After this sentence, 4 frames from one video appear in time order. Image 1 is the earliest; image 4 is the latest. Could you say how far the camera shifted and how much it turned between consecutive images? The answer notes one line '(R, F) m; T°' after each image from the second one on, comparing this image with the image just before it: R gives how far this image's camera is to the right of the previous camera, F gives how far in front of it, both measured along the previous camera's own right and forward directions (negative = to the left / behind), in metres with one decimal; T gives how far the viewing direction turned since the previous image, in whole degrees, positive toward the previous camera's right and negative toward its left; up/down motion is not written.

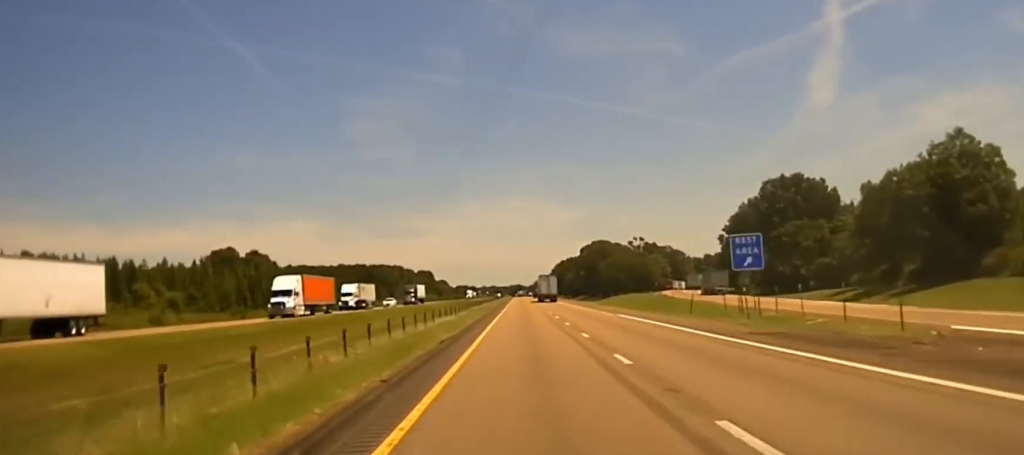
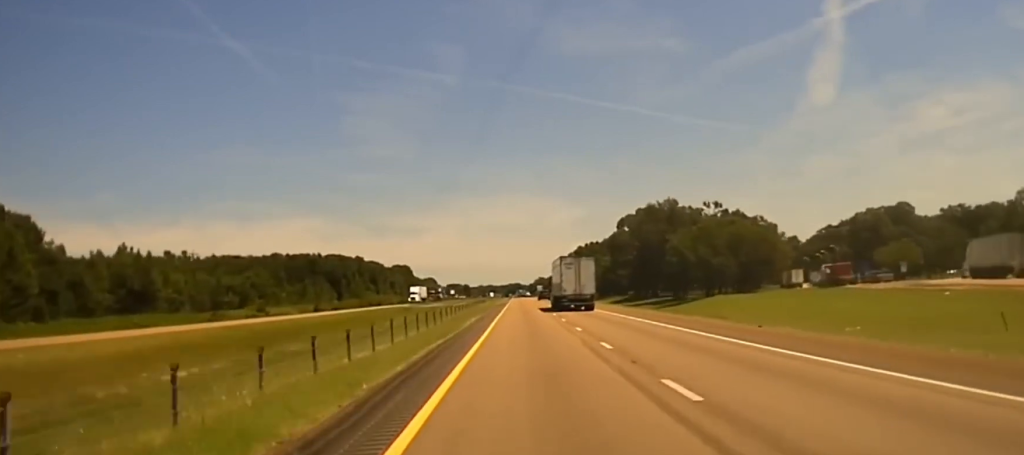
(-0.1, +172.2) m; 0°
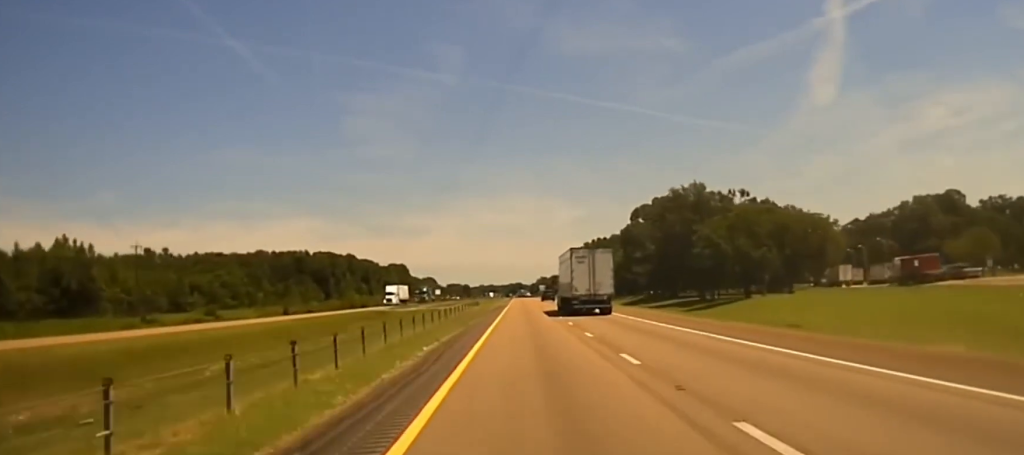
(+0.2, +27.1) m; 0°
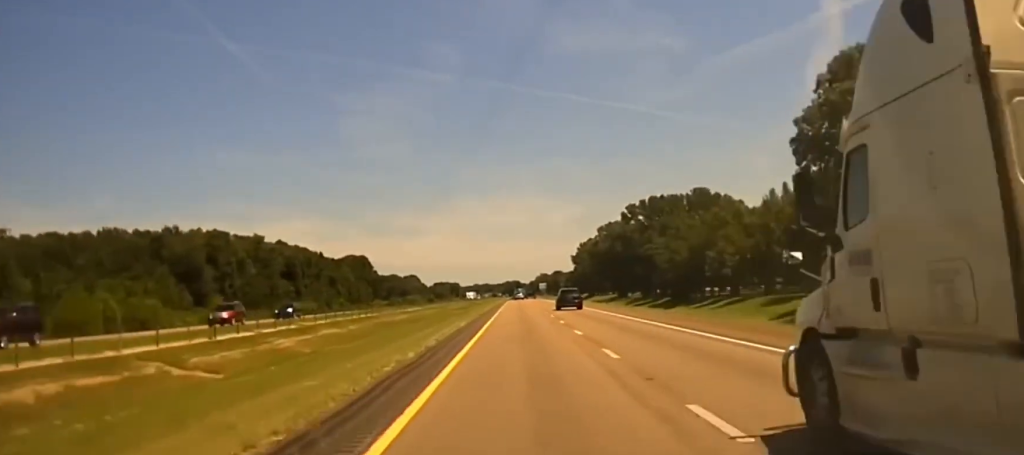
(+0.2, +119.1) m; -1°
